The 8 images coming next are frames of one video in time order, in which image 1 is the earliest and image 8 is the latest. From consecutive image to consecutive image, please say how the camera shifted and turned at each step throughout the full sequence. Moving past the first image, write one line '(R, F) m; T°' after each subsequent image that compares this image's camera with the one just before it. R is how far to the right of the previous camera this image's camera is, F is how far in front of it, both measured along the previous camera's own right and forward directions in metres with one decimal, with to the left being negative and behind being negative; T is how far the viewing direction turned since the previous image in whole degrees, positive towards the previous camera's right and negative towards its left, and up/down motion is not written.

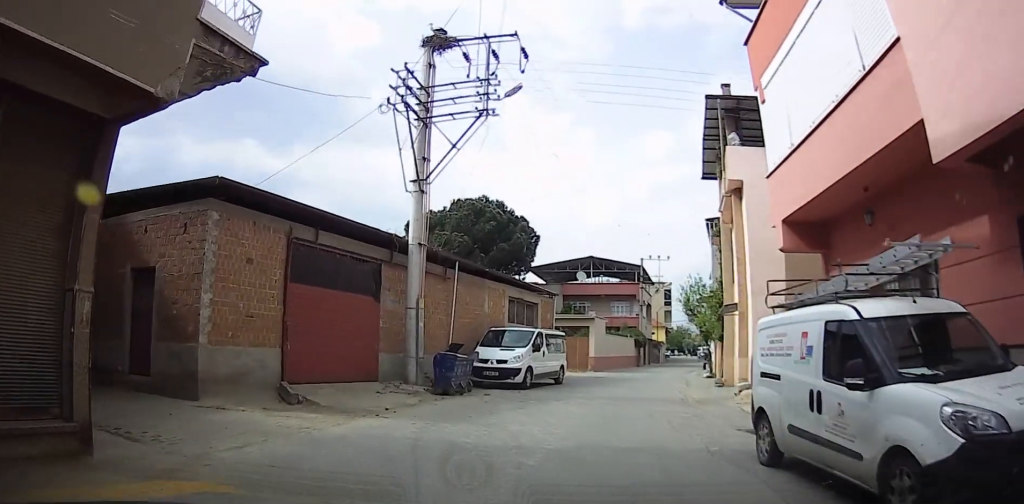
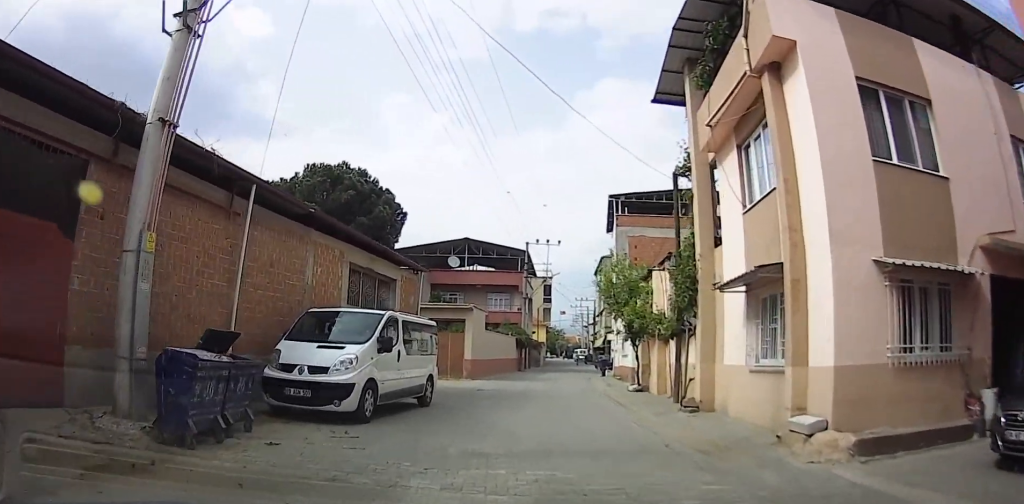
(+0.2, +8.1) m; +15°
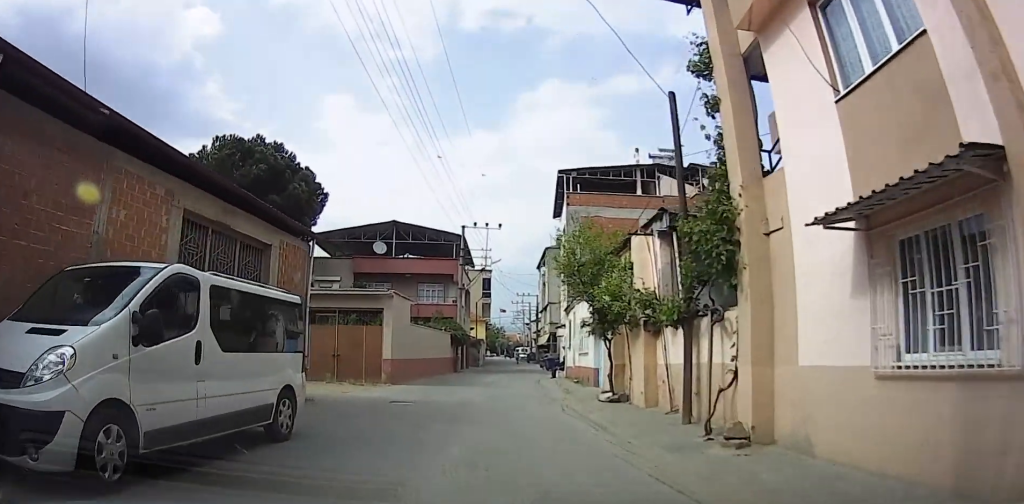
(0.0, +4.6) m; 0°
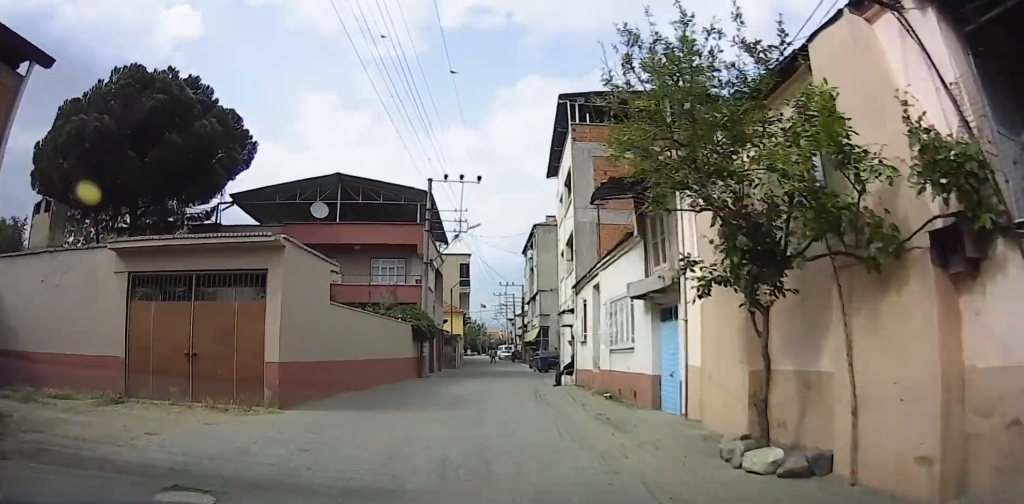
(+0.1, +8.7) m; +4°
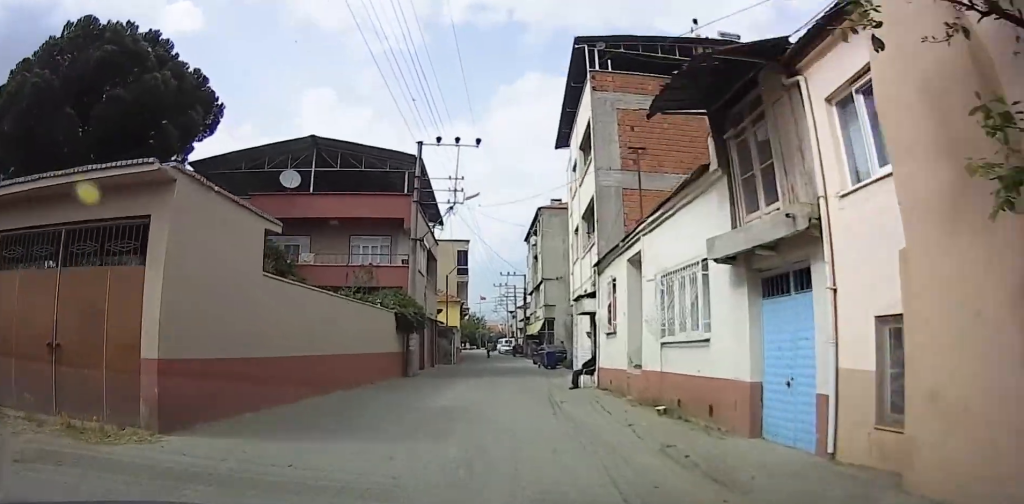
(-0.2, +4.0) m; +4°
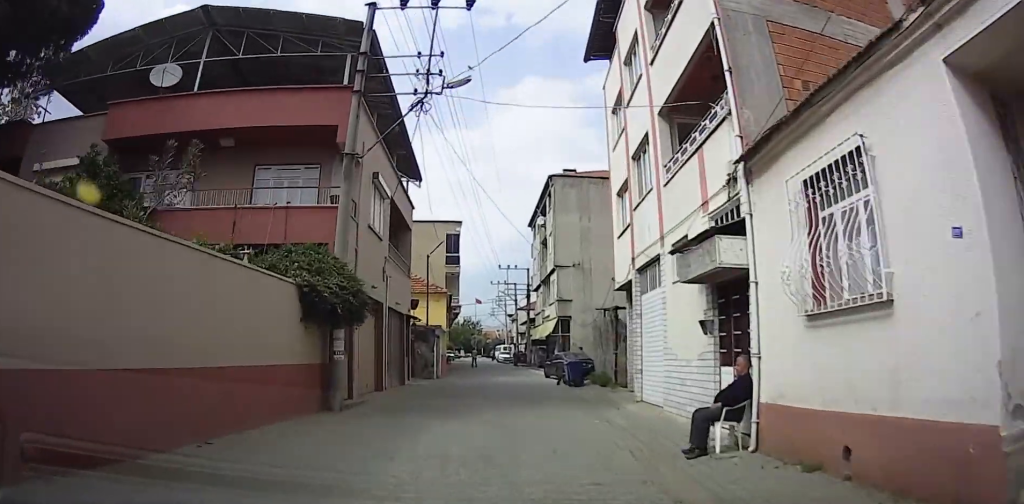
(+0.6, +10.2) m; -1°
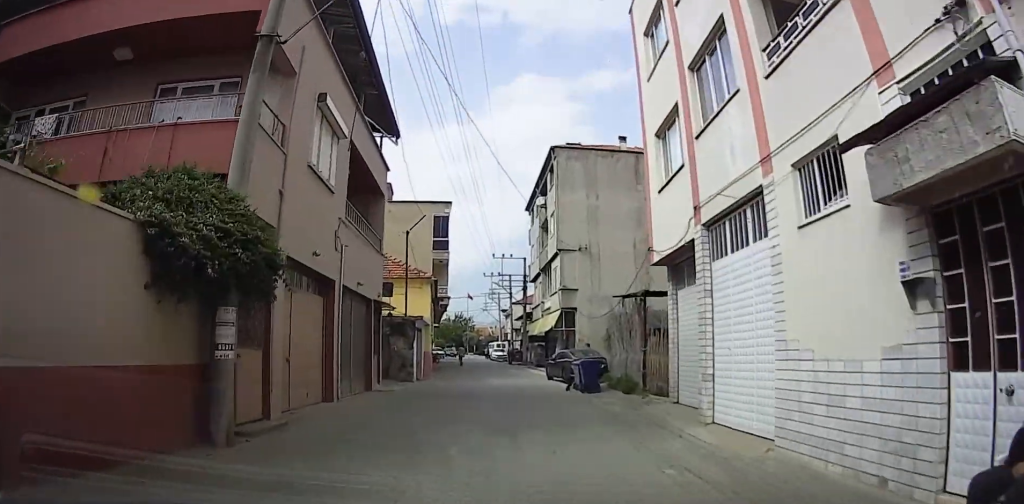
(-0.4, +4.6) m; -2°
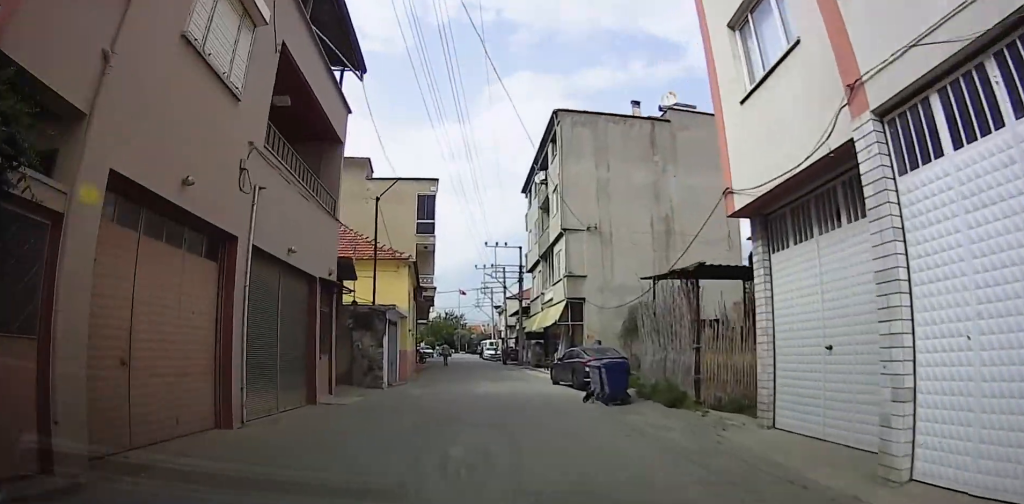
(+0.2, +4.9) m; +2°
